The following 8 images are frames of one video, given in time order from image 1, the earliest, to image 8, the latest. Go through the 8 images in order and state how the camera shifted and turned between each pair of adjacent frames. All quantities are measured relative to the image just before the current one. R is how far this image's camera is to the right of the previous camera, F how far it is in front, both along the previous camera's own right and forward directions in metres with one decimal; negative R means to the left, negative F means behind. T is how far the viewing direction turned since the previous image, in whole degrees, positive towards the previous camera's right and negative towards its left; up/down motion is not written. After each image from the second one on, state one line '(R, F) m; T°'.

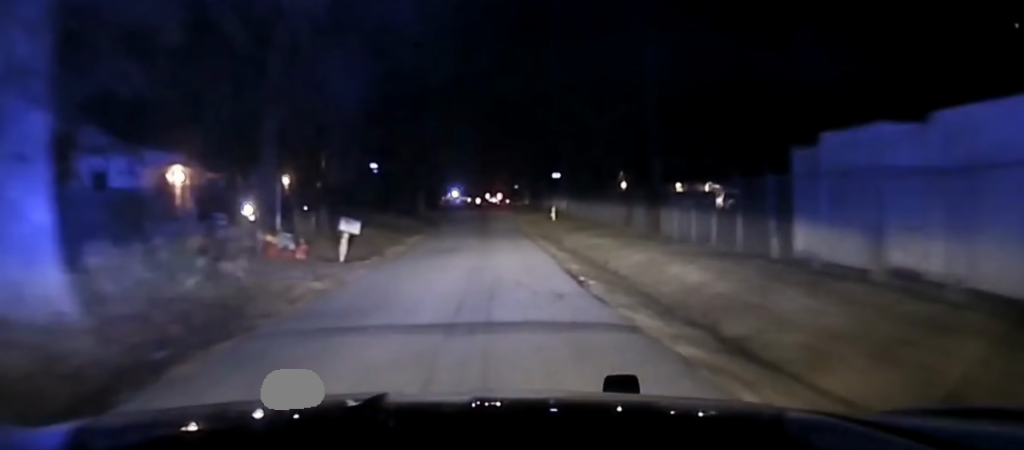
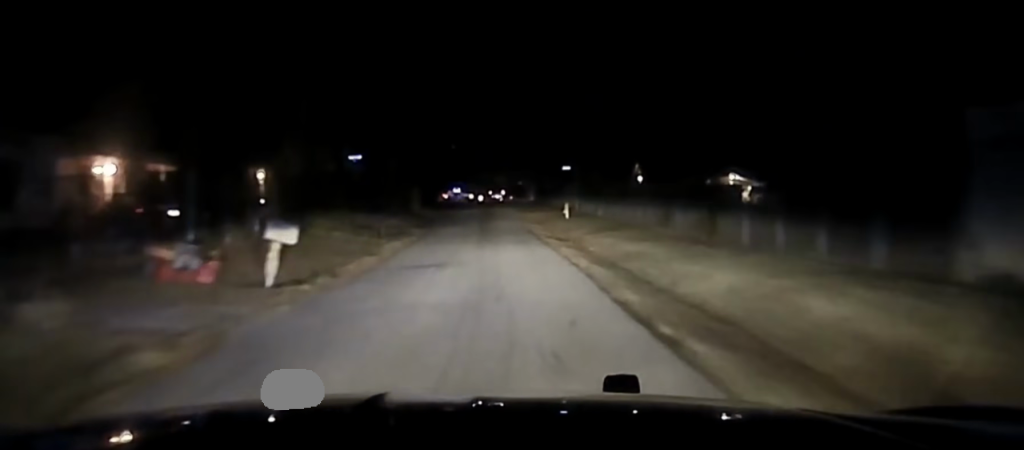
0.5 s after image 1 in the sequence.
(+0.1, +9.3) m; 0°
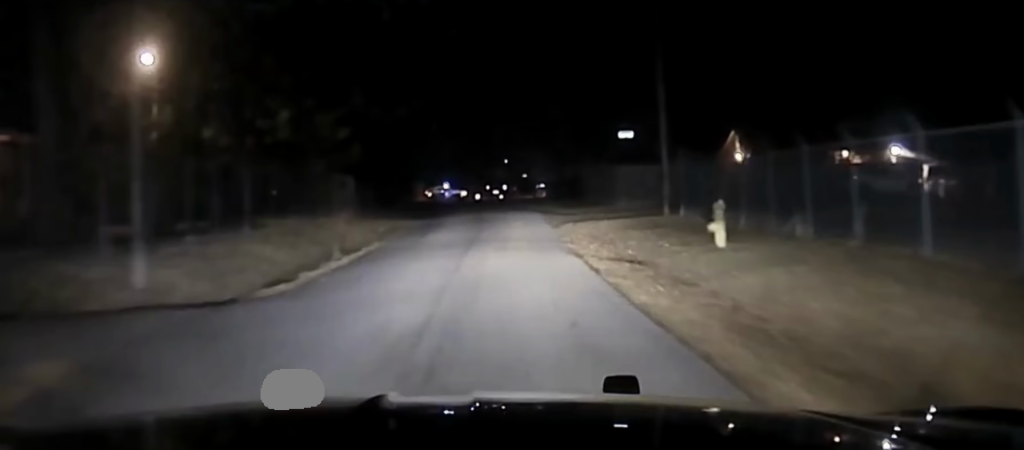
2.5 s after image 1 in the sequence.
(-0.7, +37.9) m; 0°
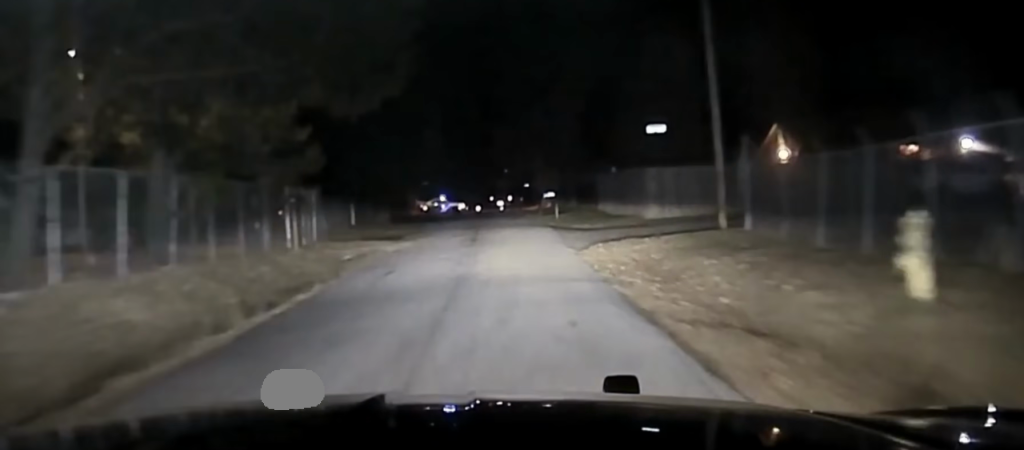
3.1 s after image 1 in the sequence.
(+0.2, +9.6) m; +1°
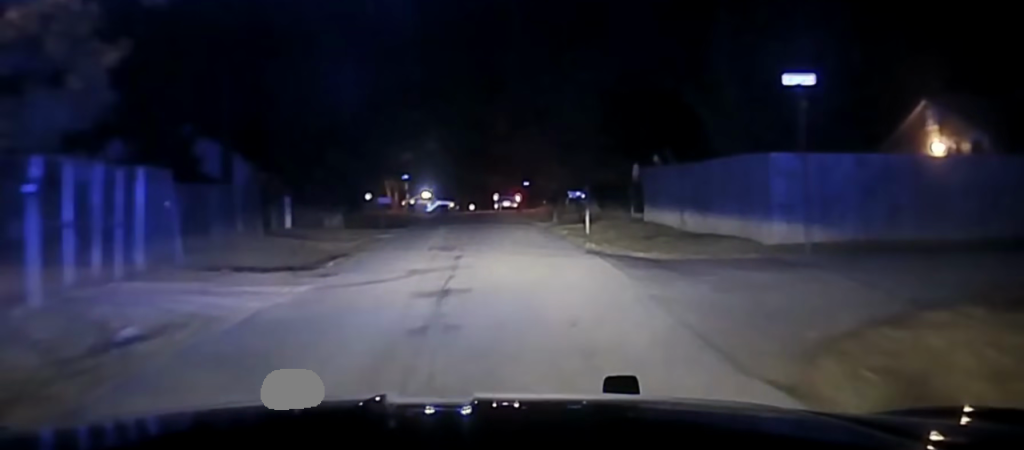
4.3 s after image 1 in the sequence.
(+0.2, +17.1) m; -1°
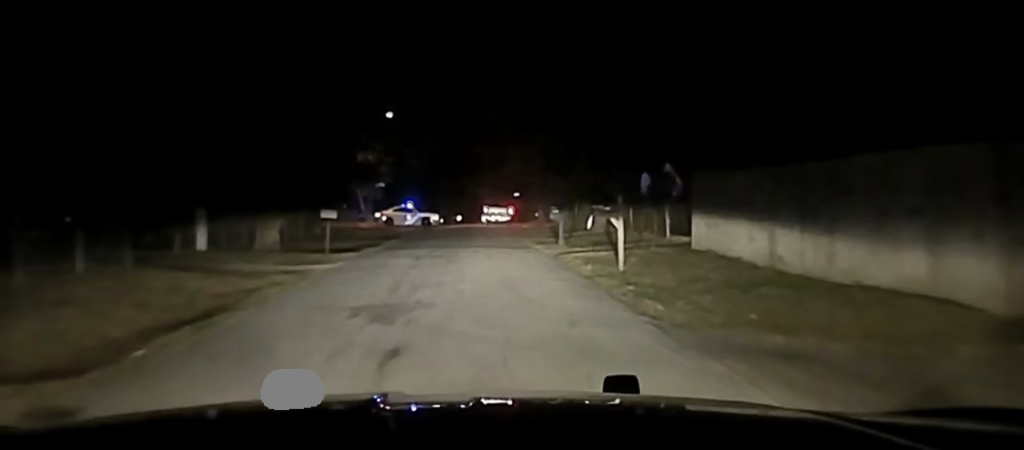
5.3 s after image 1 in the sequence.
(-0.4, +10.2) m; -1°
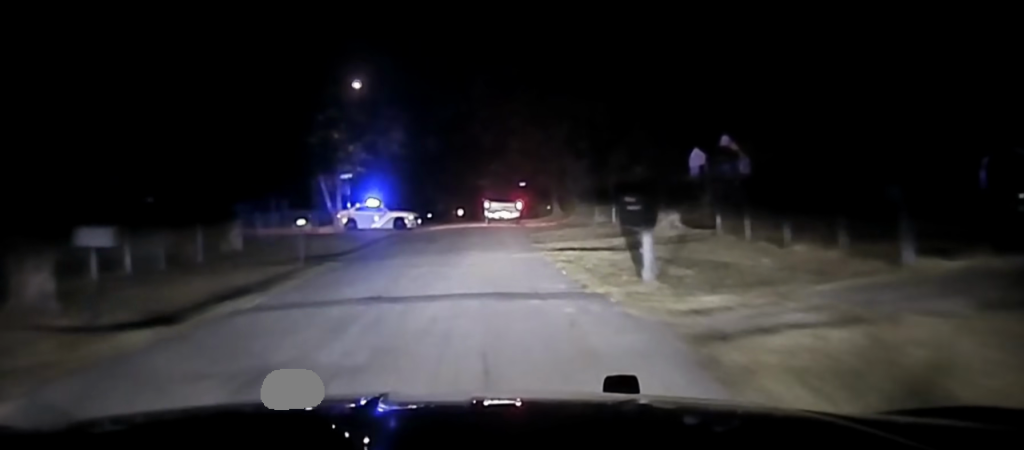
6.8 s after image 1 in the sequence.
(+0.3, +16.7) m; 0°
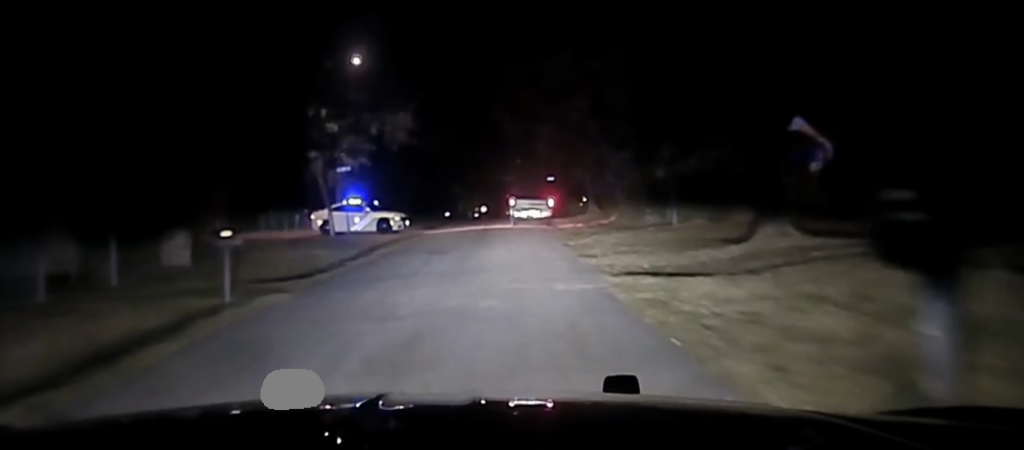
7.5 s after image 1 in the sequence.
(-0.1, +8.5) m; -1°
